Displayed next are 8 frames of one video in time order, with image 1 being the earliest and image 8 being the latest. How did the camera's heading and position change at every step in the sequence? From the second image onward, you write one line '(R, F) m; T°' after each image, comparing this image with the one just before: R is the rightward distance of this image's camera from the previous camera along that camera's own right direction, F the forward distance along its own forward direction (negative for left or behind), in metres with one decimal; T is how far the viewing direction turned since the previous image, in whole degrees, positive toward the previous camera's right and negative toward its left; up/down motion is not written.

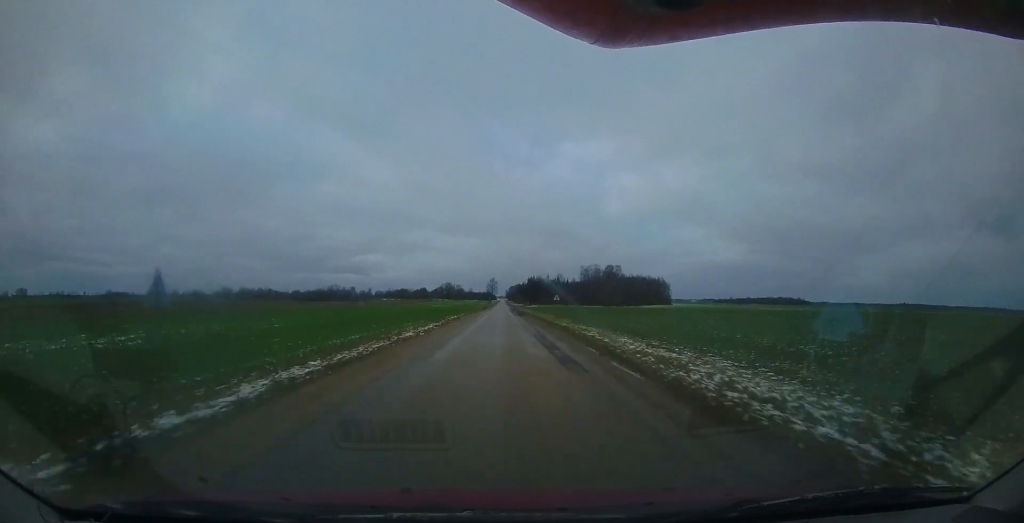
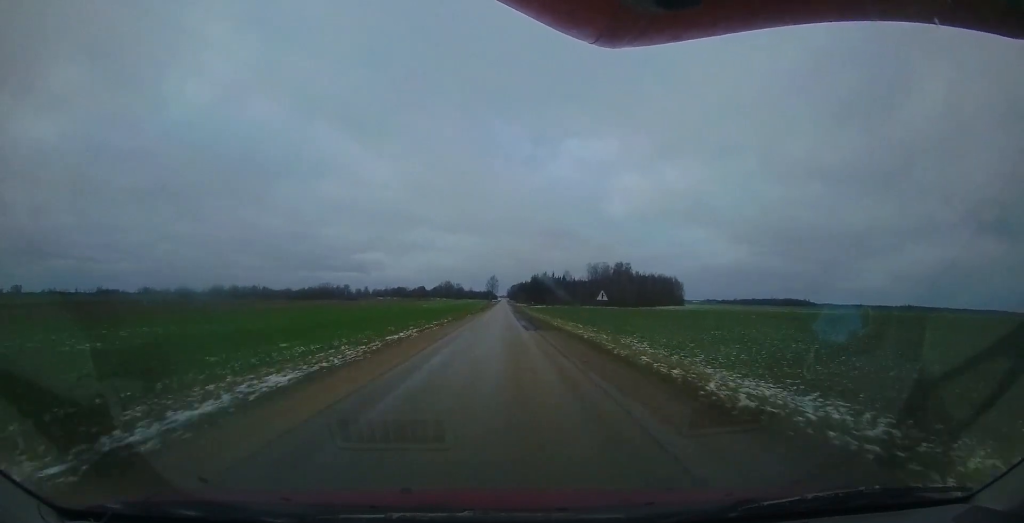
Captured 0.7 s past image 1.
(+0.1, +16.8) m; -1°
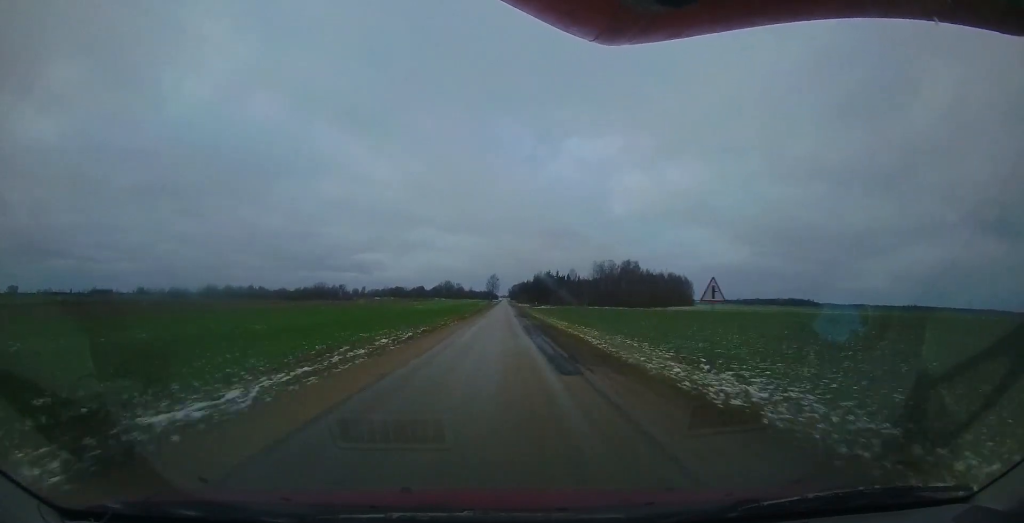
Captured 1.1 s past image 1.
(-0.2, +11.1) m; 0°
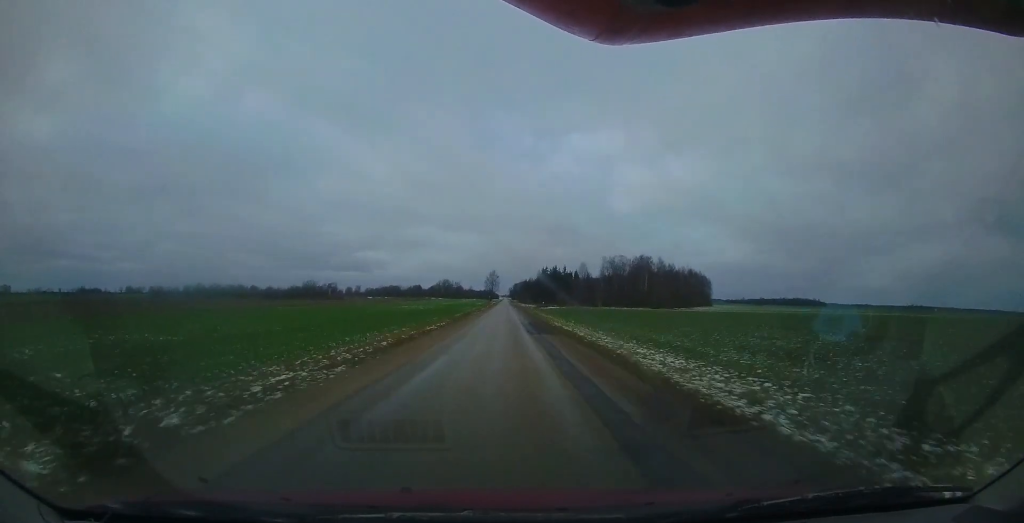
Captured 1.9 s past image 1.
(-0.1, +19.6) m; 0°
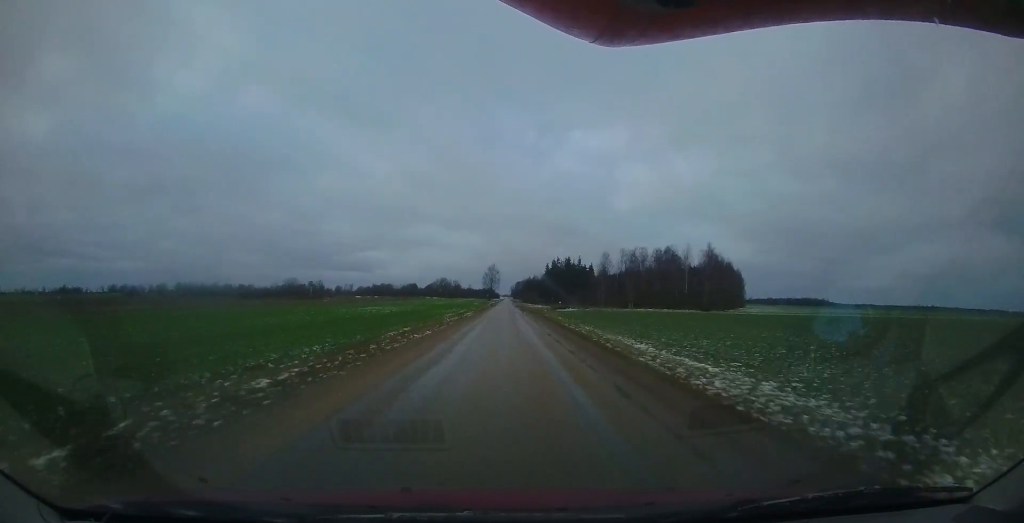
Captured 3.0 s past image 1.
(+0.1, +28.4) m; 0°
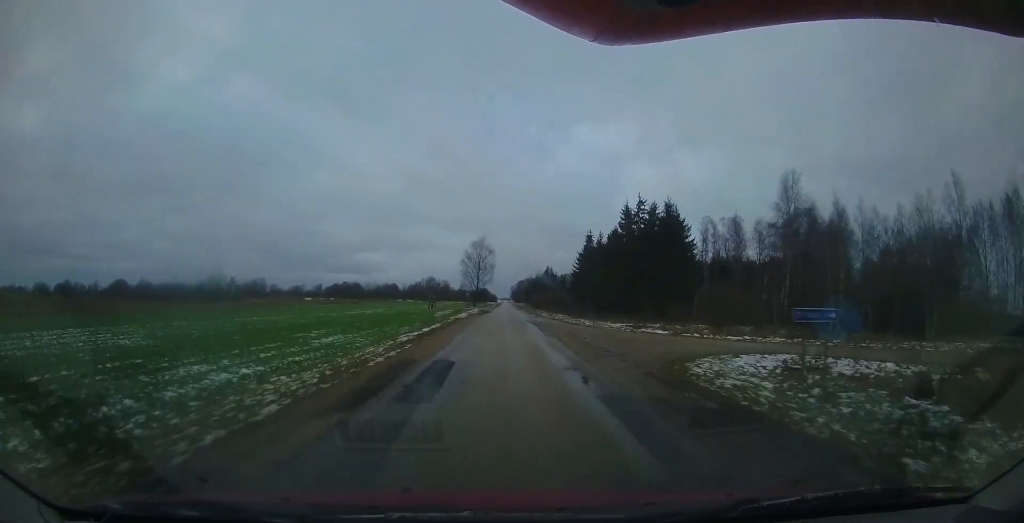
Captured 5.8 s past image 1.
(+1.2, +73.7) m; 0°
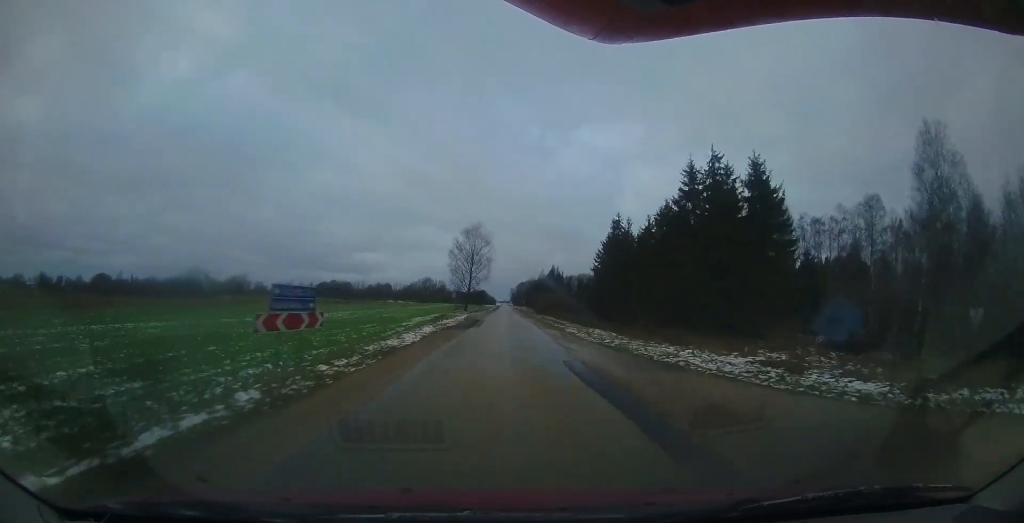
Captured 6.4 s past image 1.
(-0.3, +17.7) m; 0°
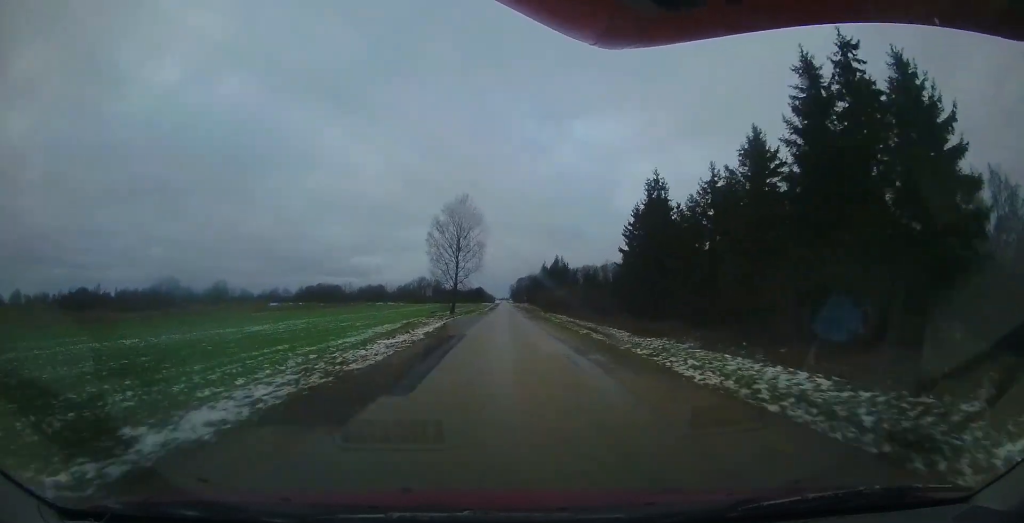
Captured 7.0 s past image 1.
(+0.1, +16.0) m; 0°
